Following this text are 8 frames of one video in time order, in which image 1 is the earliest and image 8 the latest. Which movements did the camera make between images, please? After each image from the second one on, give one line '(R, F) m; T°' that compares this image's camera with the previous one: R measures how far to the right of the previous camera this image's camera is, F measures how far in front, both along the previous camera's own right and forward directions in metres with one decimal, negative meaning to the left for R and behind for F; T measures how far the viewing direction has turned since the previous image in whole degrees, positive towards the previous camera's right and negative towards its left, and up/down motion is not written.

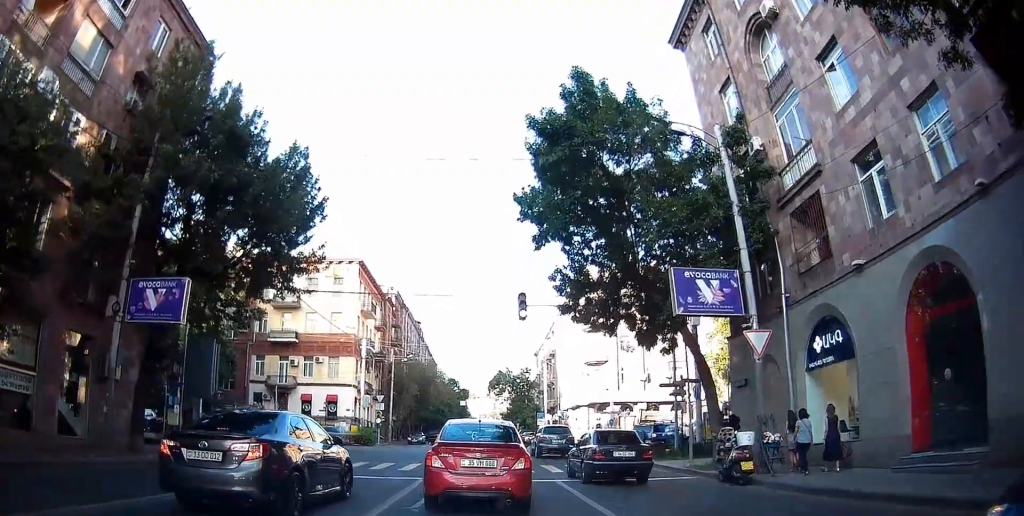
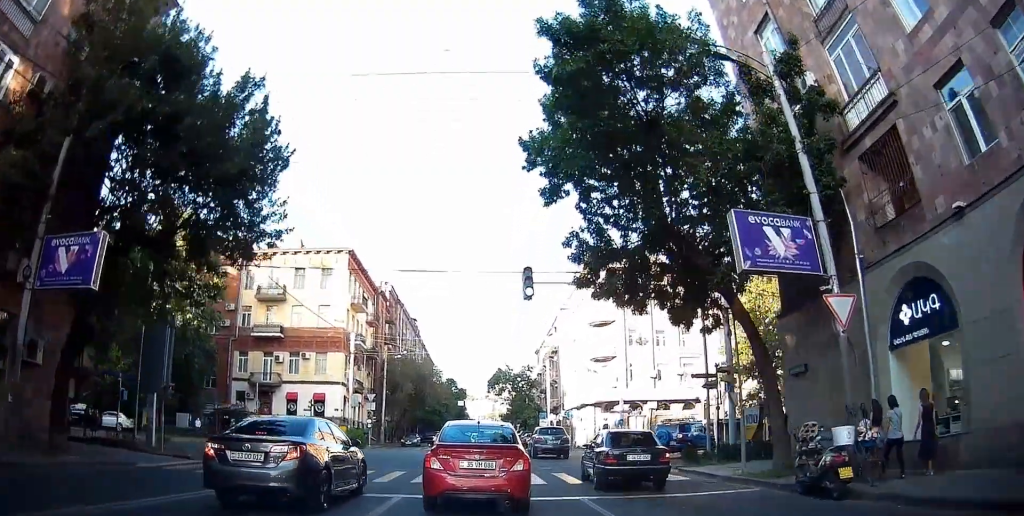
(+0.1, +4.0) m; 0°
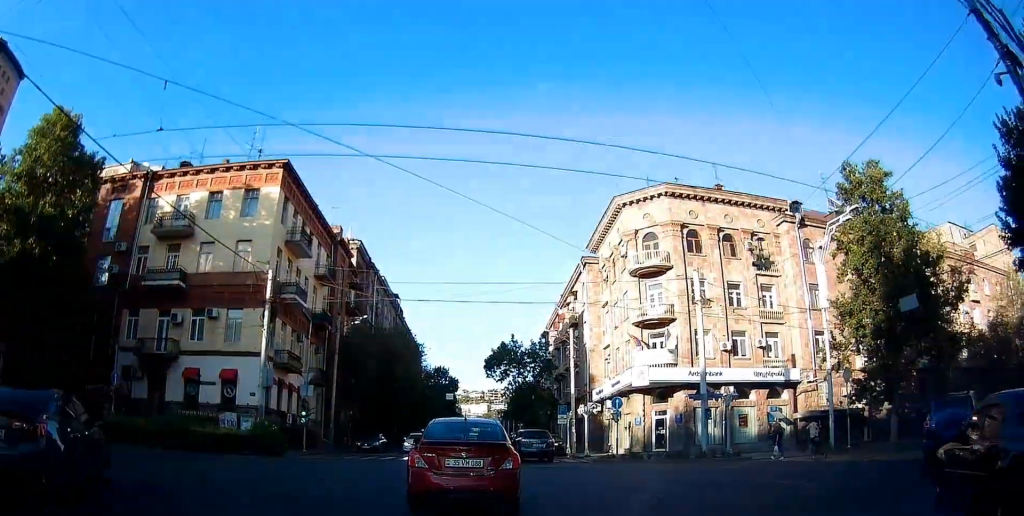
(-1.3, +18.7) m; -2°
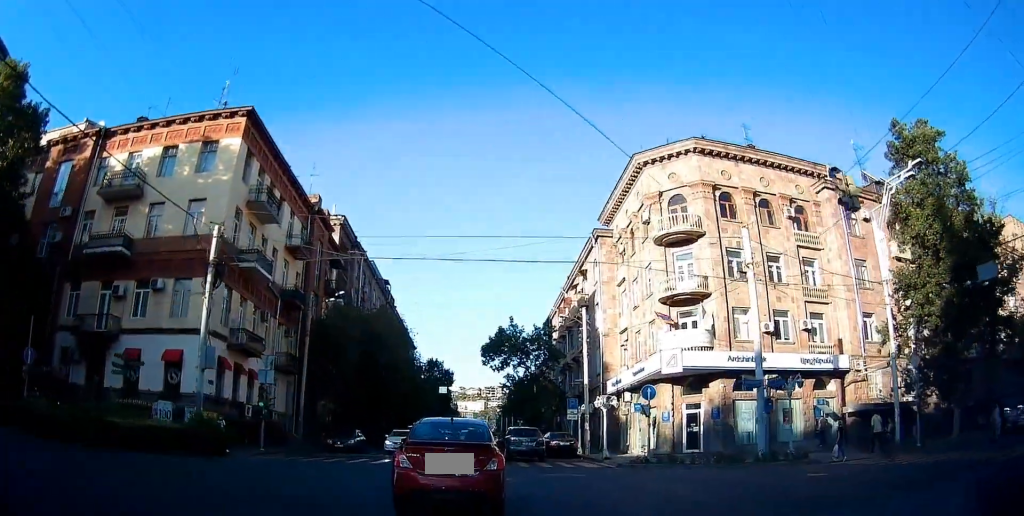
(+0.4, +7.0) m; +6°
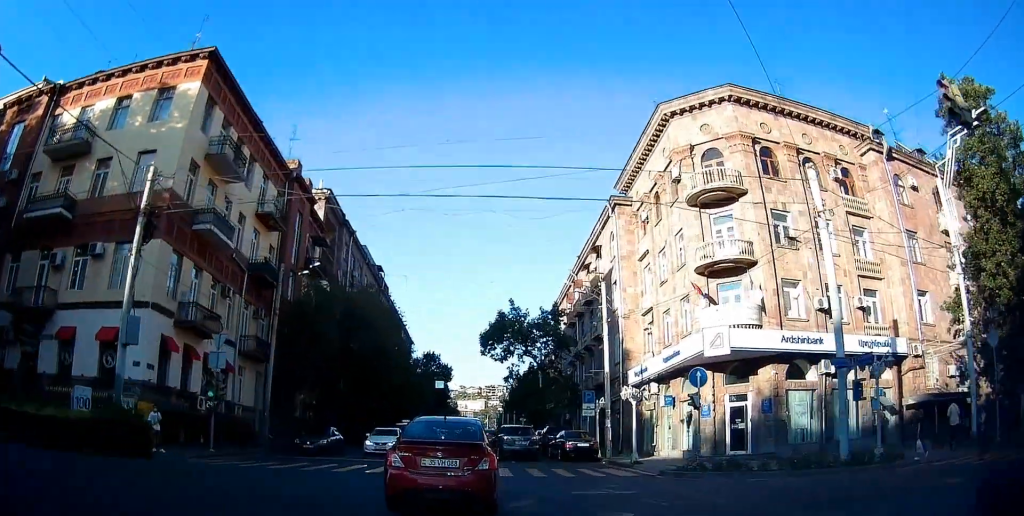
(+0.5, +6.3) m; +5°
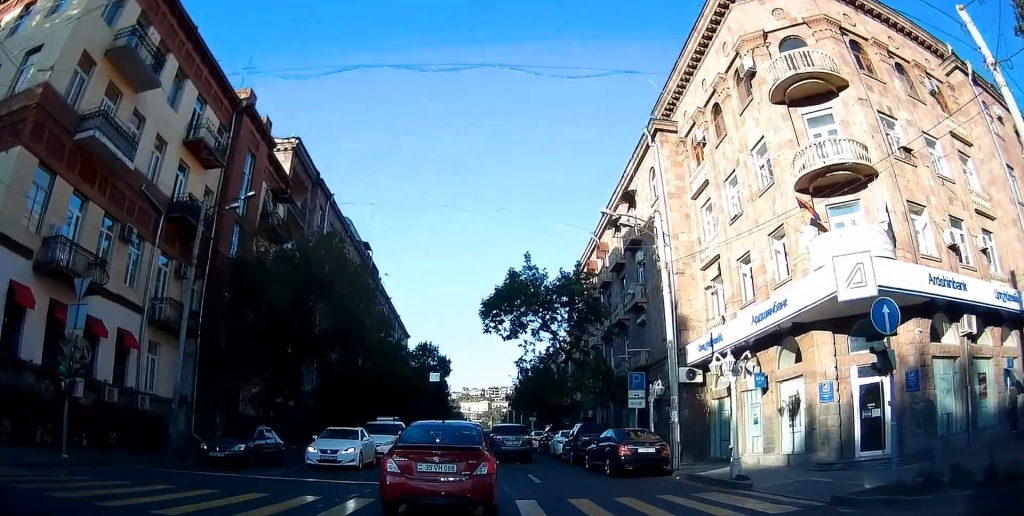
(+0.1, +10.5) m; -5°
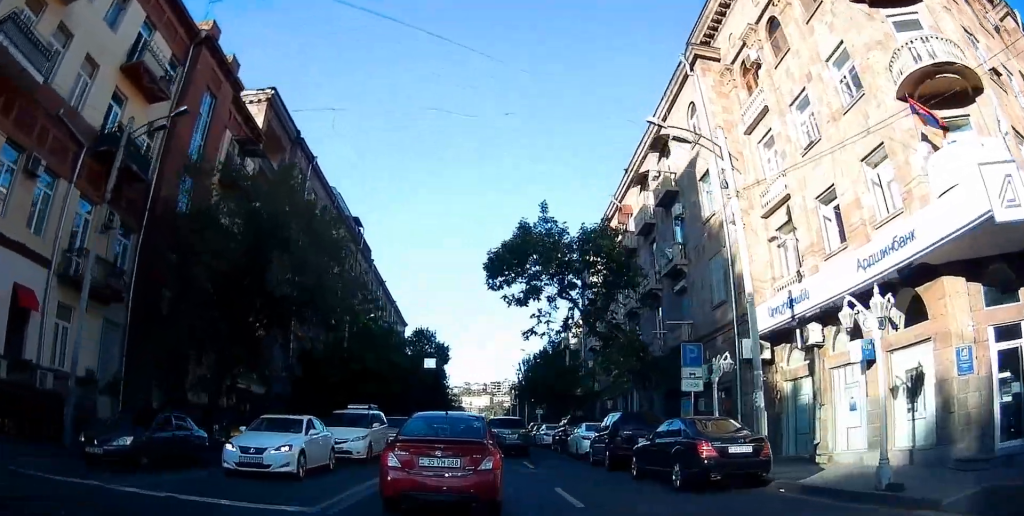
(-0.7, +6.5) m; -3°
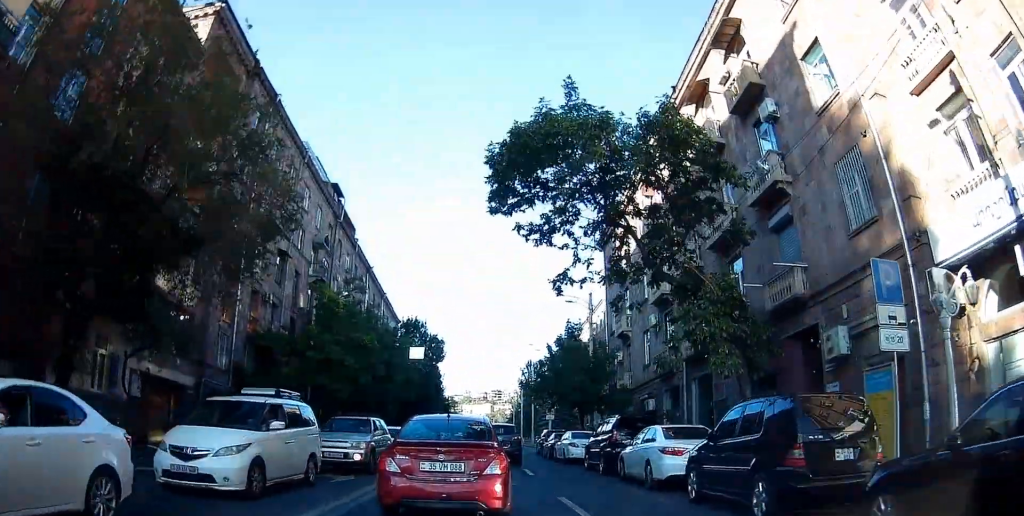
(-0.1, +10.1) m; -1°
